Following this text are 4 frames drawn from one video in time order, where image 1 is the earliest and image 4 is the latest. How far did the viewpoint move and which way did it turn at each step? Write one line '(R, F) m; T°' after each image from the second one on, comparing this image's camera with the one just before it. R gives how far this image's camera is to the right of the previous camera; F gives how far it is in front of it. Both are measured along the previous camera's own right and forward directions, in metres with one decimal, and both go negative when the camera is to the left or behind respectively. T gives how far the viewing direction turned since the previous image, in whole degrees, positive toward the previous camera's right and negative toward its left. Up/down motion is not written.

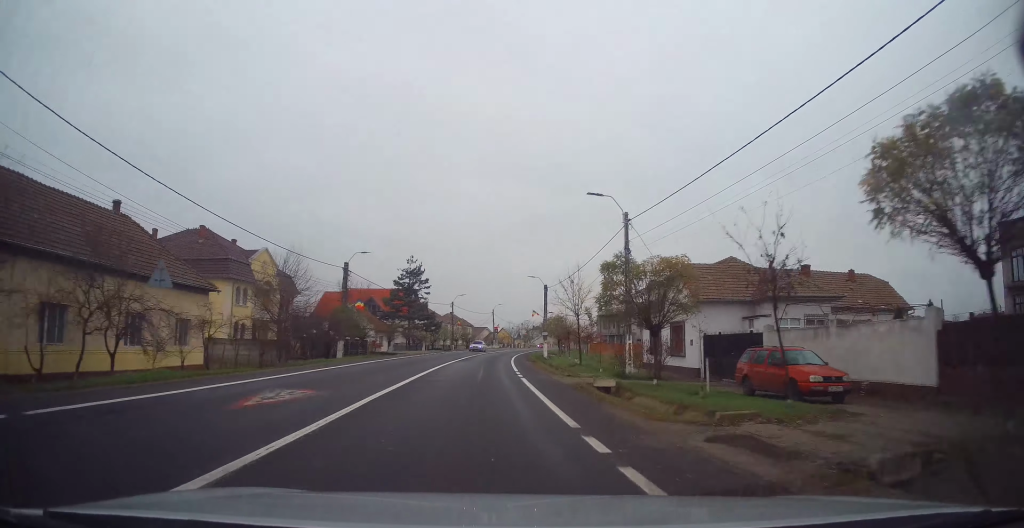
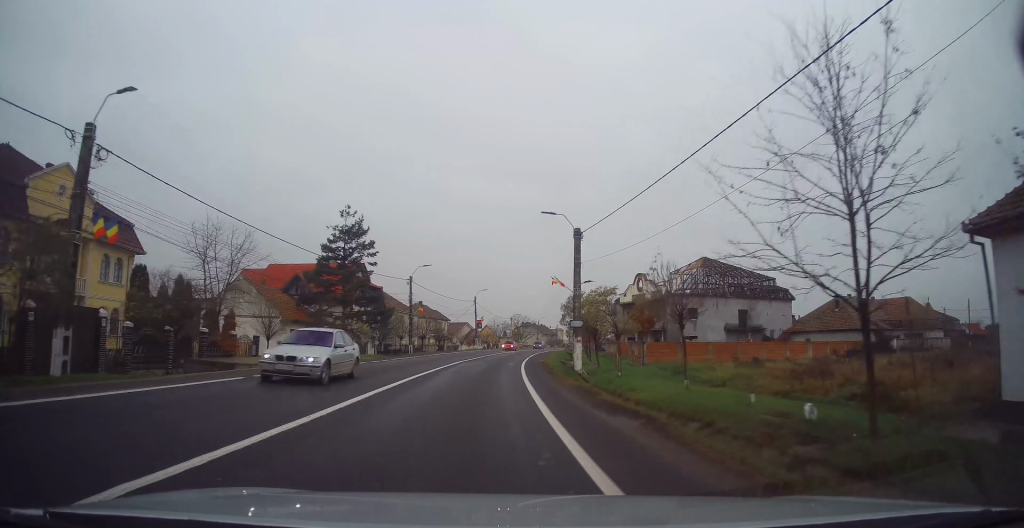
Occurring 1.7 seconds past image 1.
(+0.2, +29.2) m; +3°
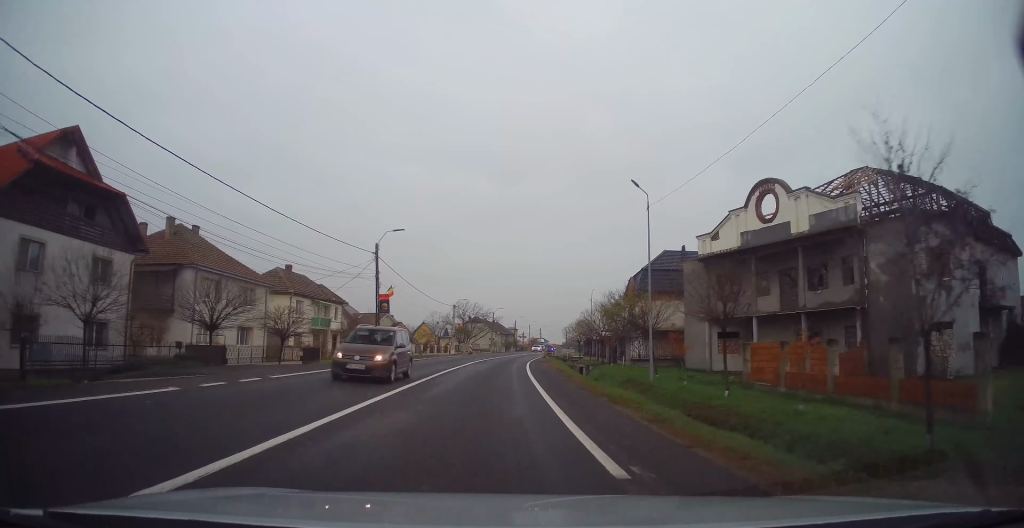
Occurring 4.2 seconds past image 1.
(+3.0, +44.0) m; +7°
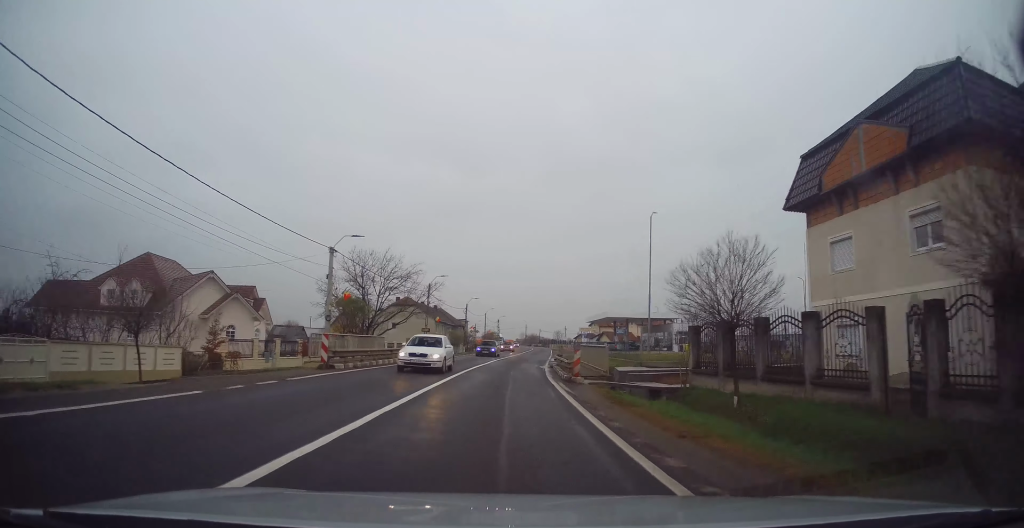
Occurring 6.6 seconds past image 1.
(+1.3, +44.5) m; +4°
